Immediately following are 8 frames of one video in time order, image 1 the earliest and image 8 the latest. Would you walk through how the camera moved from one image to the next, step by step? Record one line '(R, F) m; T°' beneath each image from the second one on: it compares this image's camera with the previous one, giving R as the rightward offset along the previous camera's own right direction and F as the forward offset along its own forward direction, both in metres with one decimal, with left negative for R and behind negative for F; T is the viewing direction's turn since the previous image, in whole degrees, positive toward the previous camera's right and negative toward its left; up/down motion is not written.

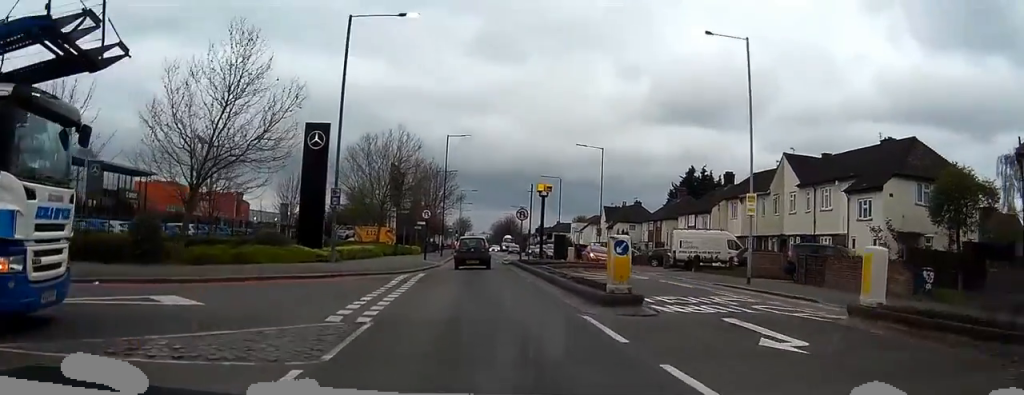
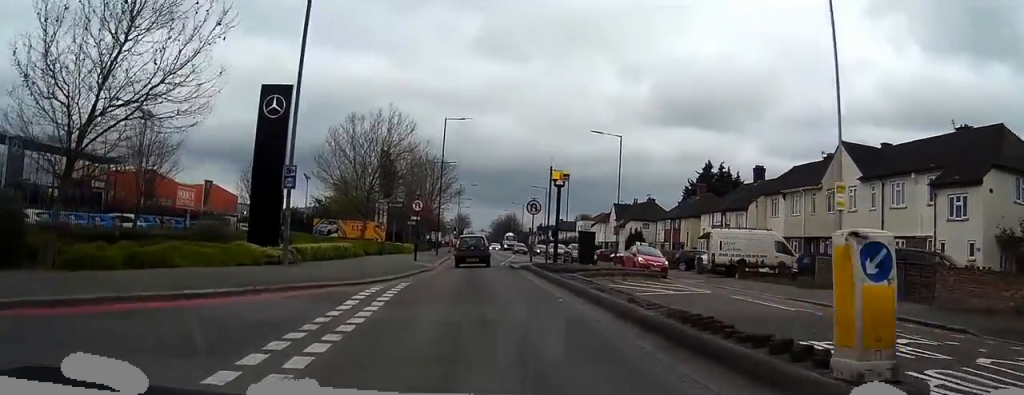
(0.0, +7.8) m; 0°
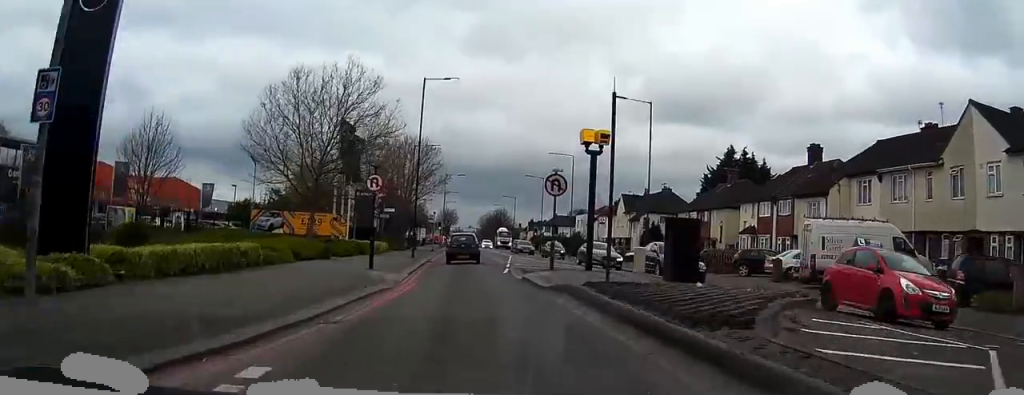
(+0.1, +13.2) m; +1°
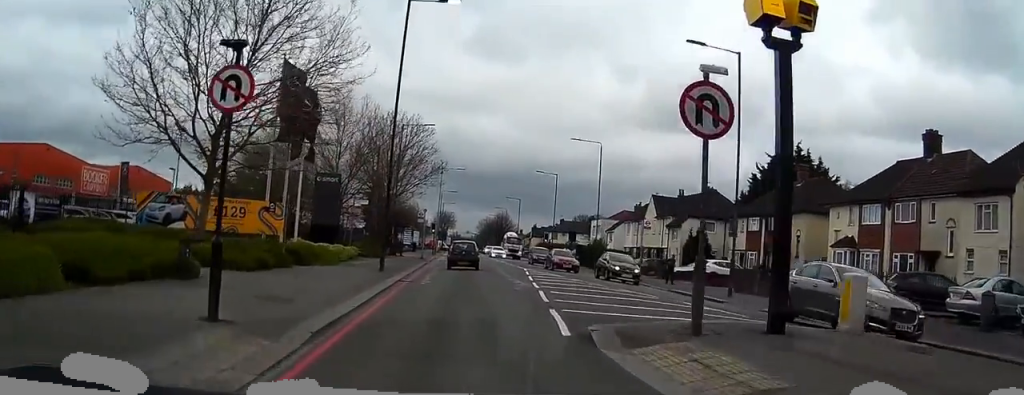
(-0.1, +15.1) m; 0°
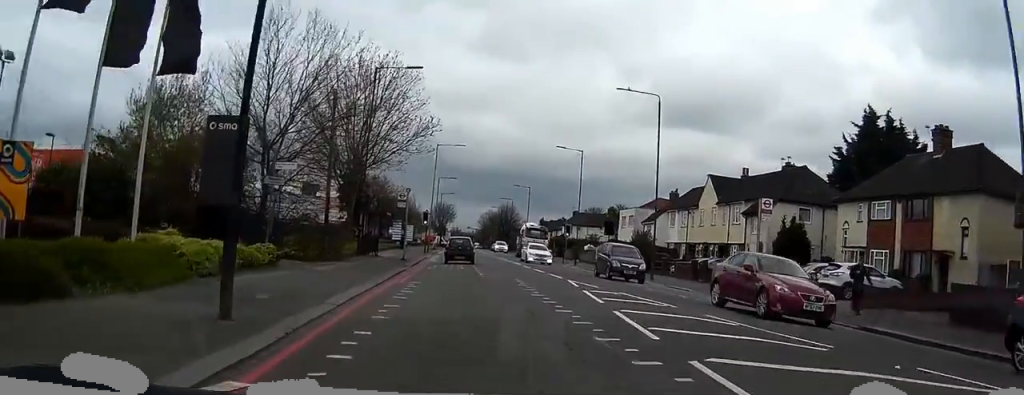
(0.0, +18.0) m; 0°
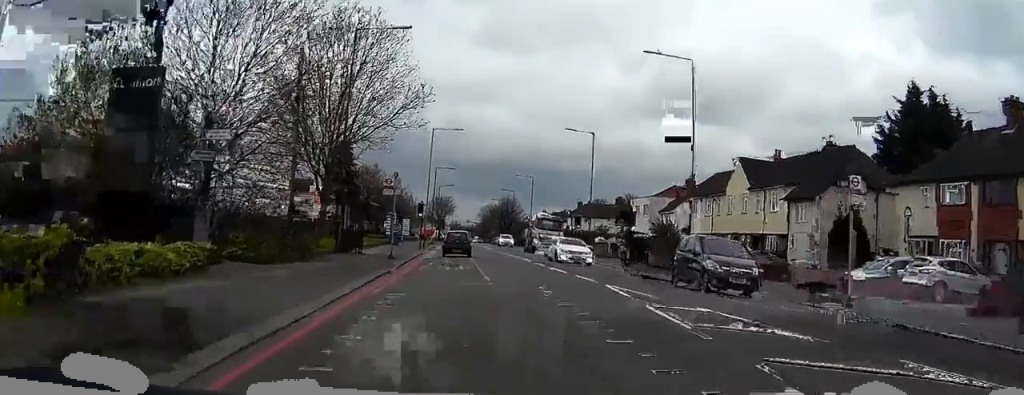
(0.0, +7.0) m; 0°
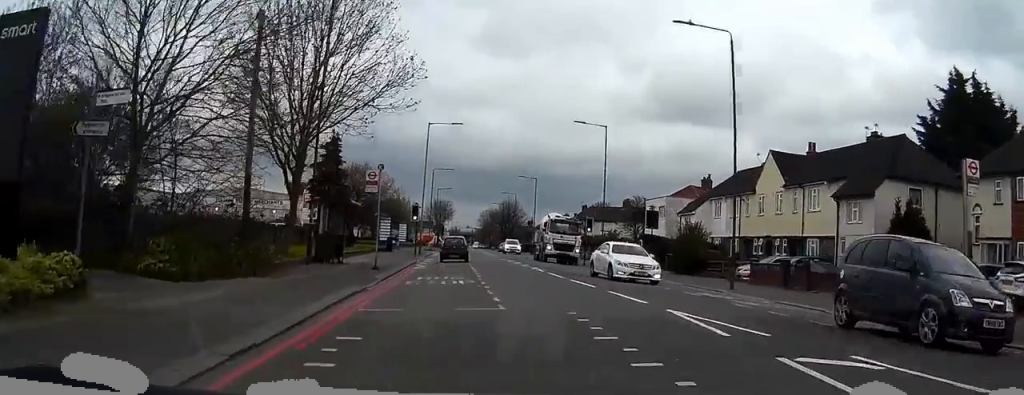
(0.0, +5.5) m; 0°
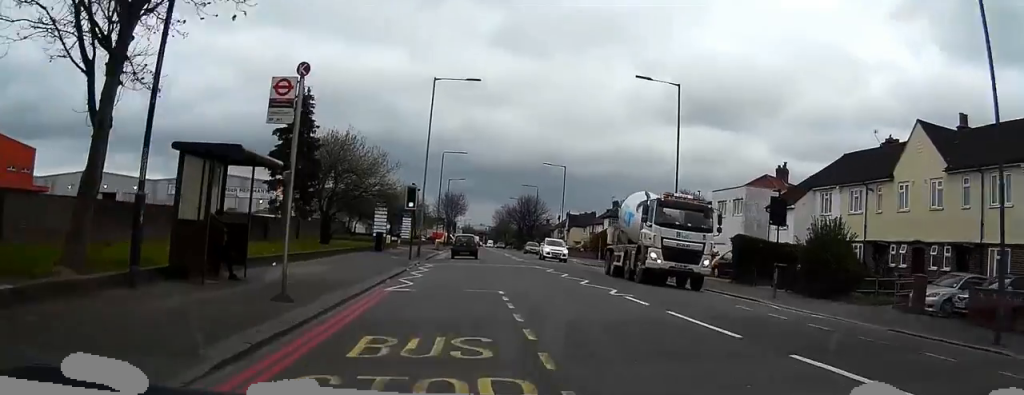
(-0.1, +15.5) m; 0°
